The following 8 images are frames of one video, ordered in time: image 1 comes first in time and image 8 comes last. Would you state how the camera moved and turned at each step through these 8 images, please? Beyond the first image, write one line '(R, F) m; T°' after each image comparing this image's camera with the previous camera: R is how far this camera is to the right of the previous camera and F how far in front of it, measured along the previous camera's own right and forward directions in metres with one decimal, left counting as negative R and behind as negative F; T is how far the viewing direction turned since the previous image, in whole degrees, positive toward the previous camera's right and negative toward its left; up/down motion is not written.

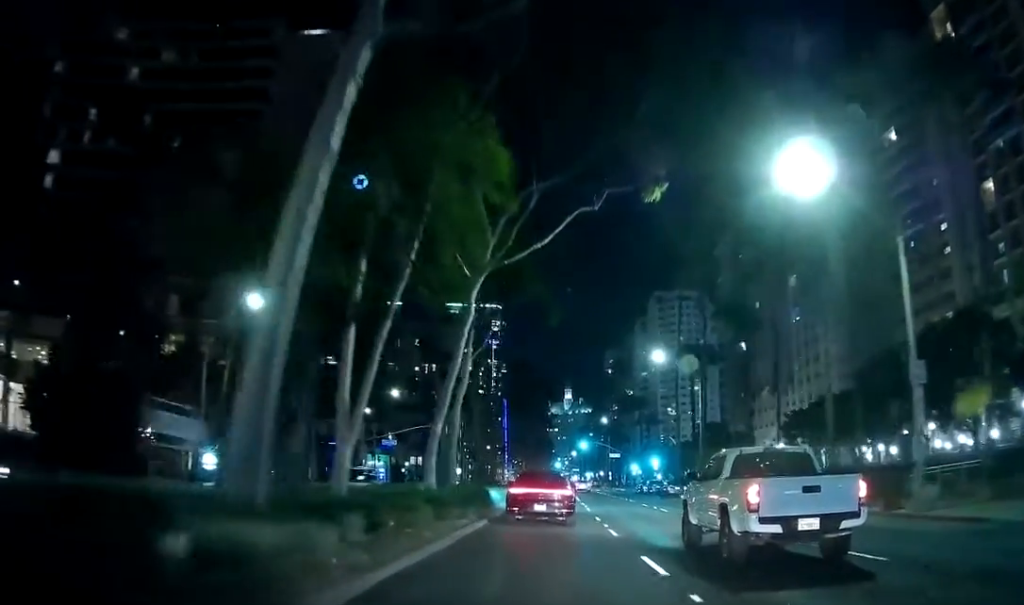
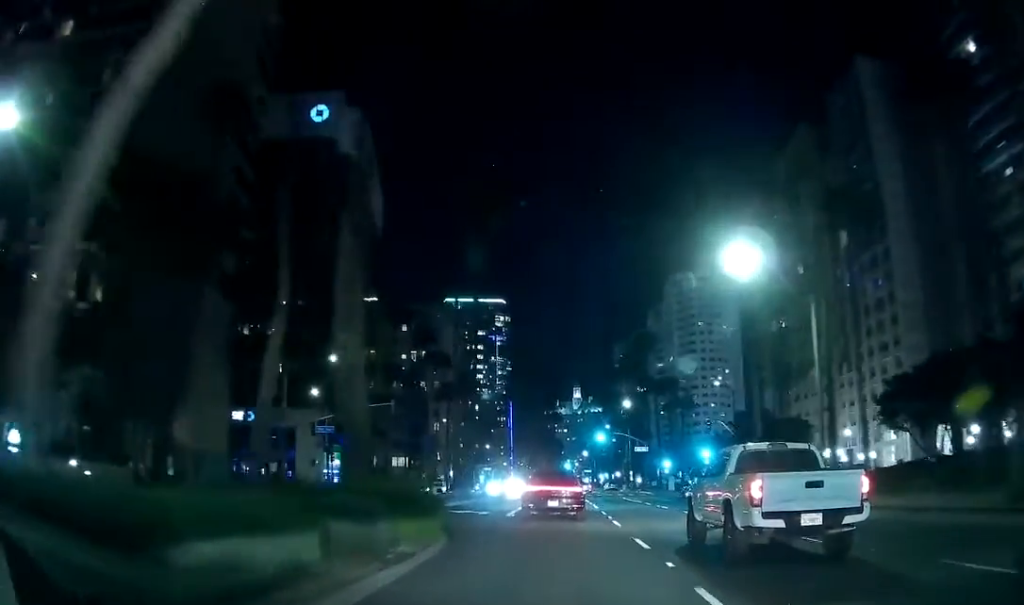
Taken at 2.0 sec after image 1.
(-0.2, +25.6) m; -3°
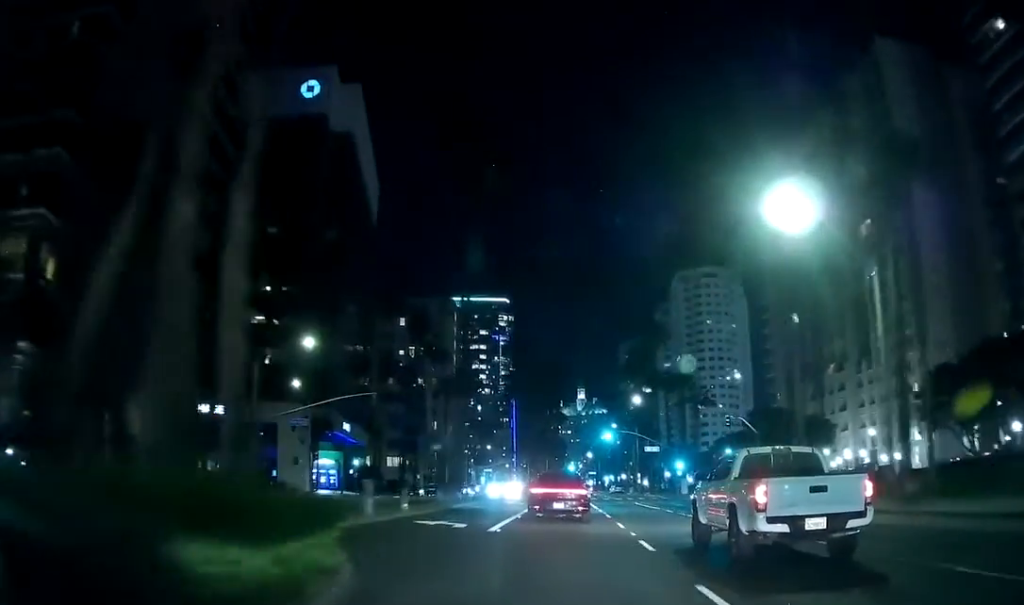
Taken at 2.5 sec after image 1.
(-0.1, +7.0) m; -1°
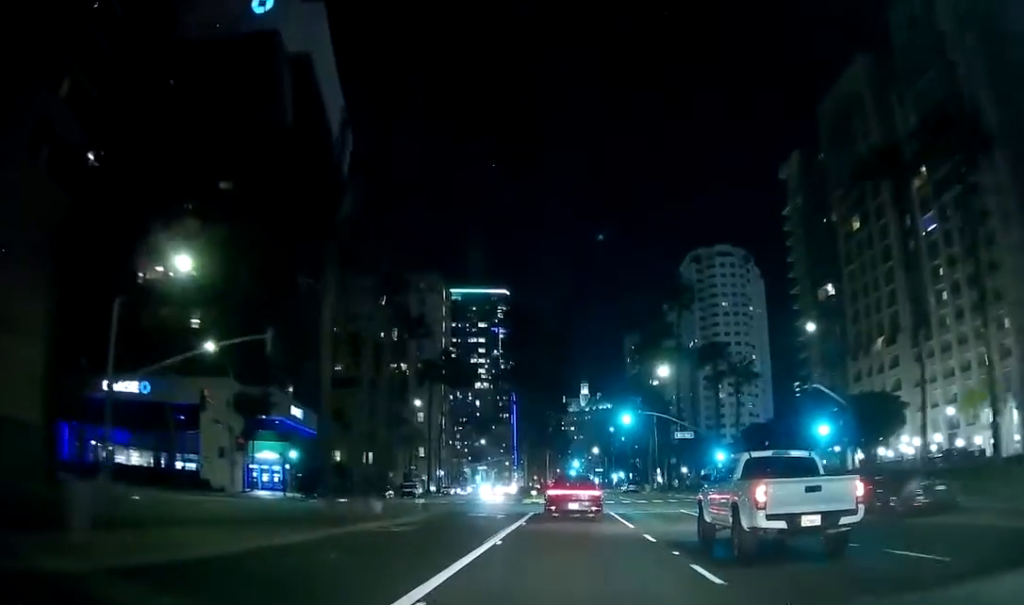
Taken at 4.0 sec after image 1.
(-0.1, +19.3) m; 0°
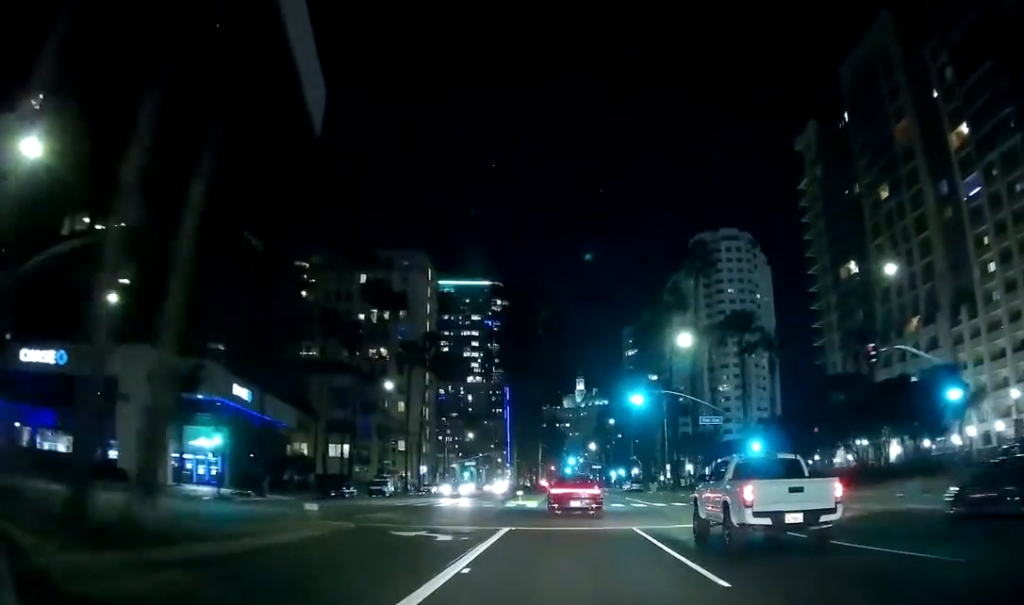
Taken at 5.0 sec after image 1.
(-0.1, +13.1) m; 0°
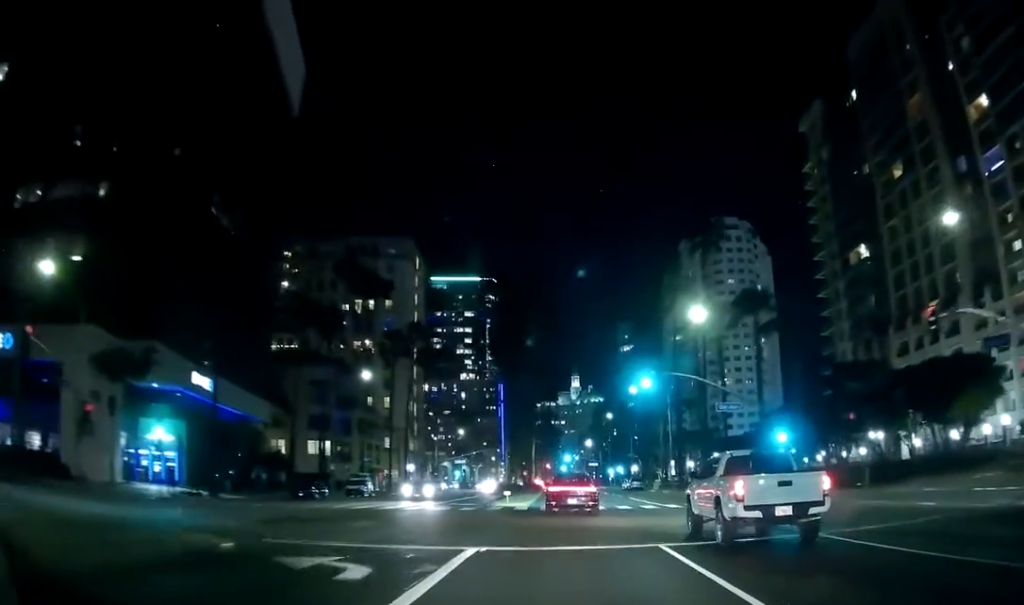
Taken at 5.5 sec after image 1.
(0.0, +7.0) m; 0°
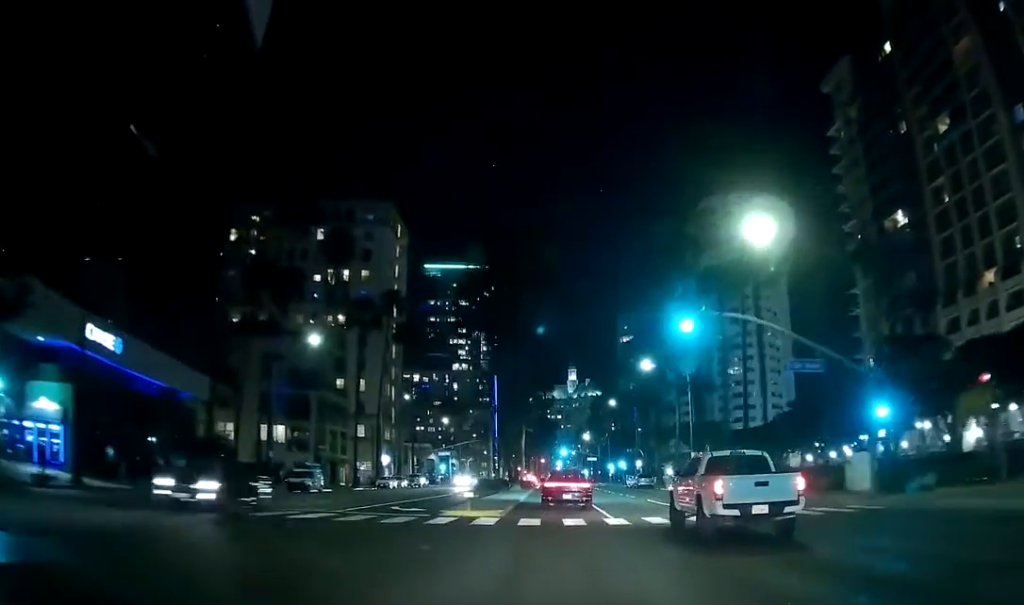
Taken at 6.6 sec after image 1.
(0.0, +14.1) m; -1°
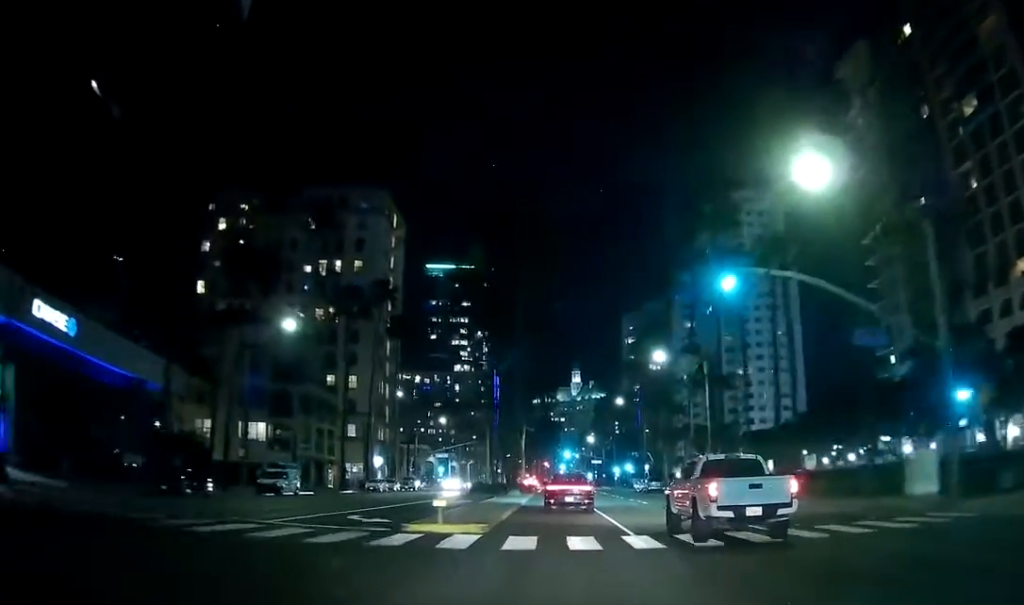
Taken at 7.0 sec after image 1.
(0.0, +5.8) m; -1°
